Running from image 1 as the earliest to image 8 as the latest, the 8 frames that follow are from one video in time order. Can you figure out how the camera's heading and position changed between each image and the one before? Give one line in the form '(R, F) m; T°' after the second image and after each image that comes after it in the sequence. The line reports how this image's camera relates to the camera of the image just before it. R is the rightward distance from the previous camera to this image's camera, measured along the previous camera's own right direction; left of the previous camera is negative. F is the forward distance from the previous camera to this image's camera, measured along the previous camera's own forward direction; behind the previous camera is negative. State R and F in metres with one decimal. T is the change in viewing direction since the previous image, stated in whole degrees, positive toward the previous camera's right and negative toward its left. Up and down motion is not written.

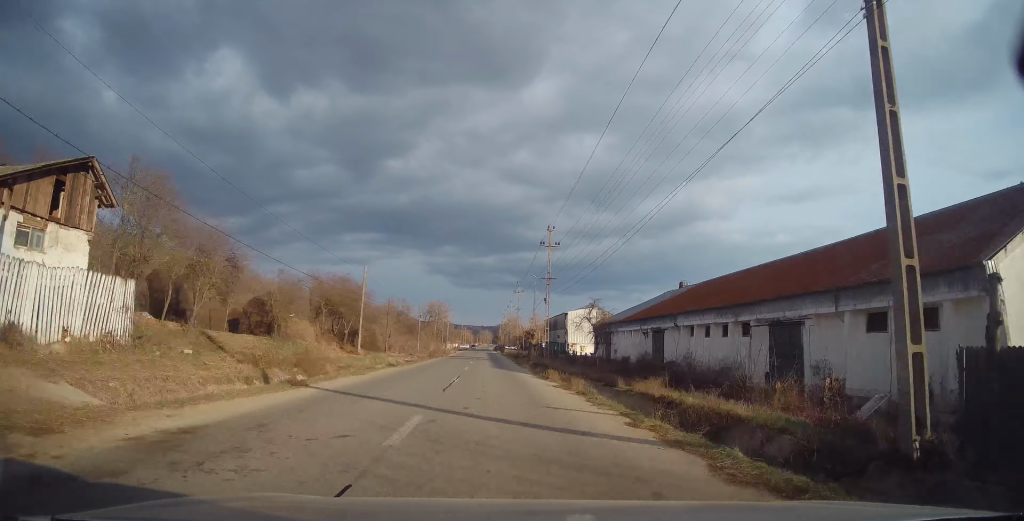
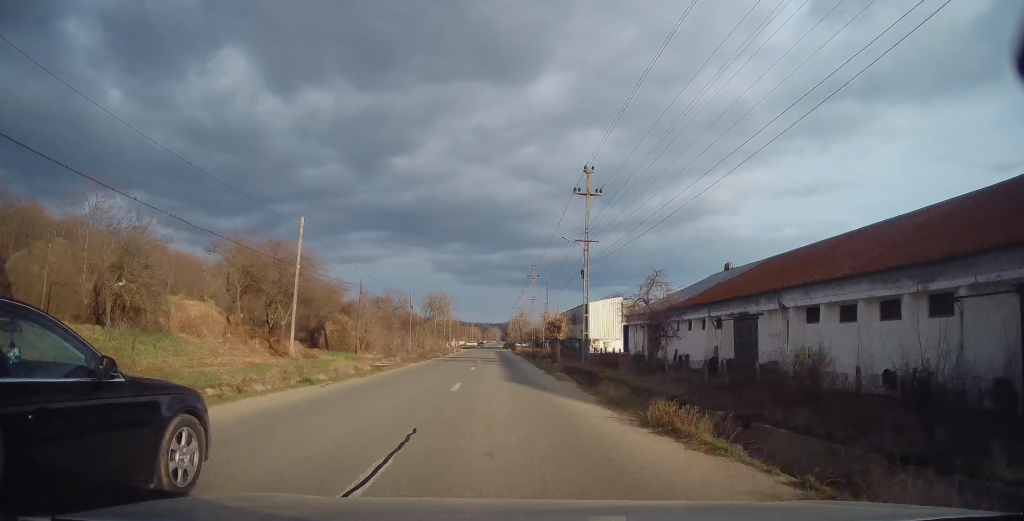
(-0.4, +15.5) m; -1°
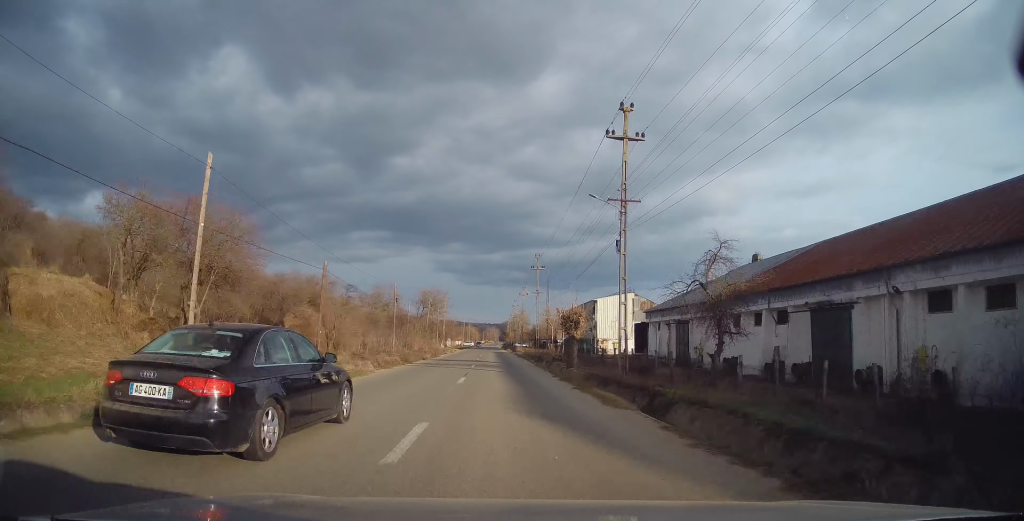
(+0.1, +9.2) m; 0°
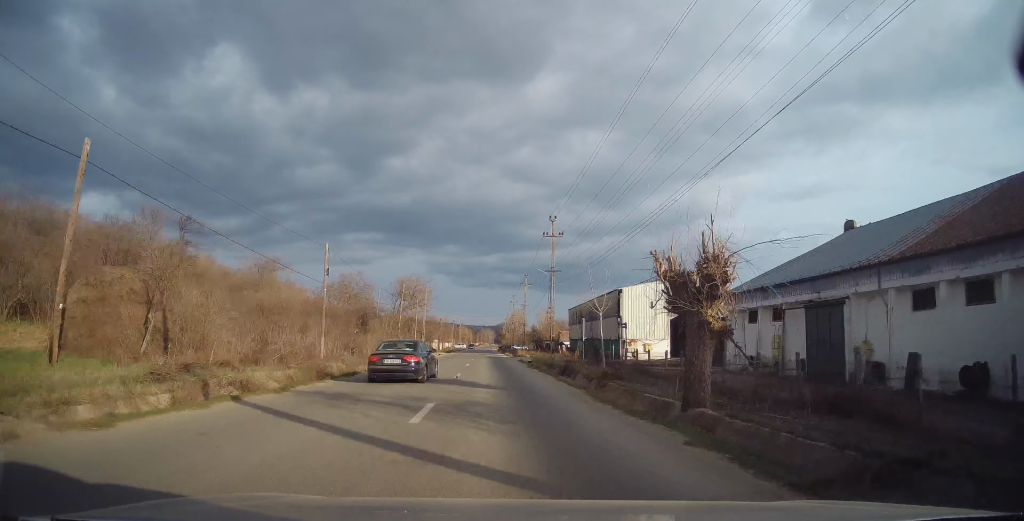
(-0.1, +20.5) m; -1°
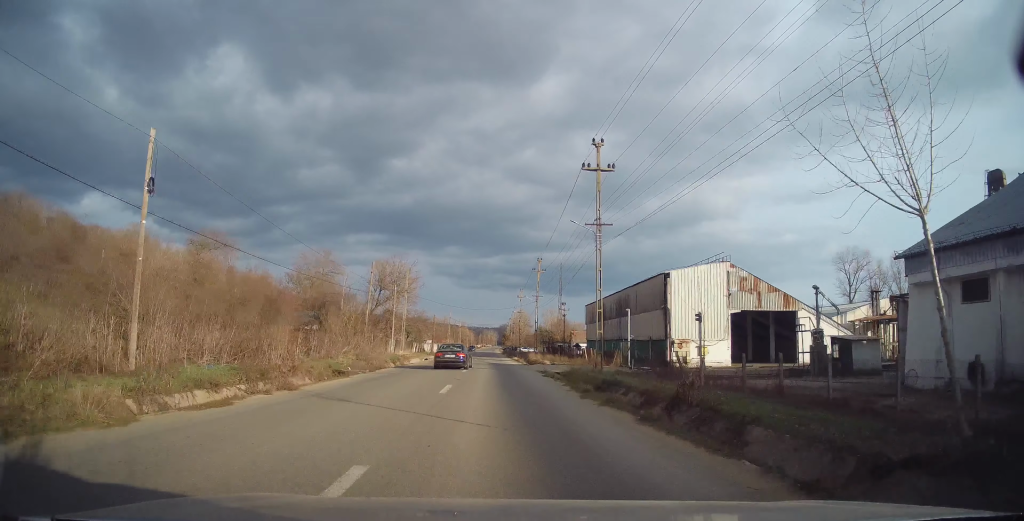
(-0.1, +17.6) m; 0°
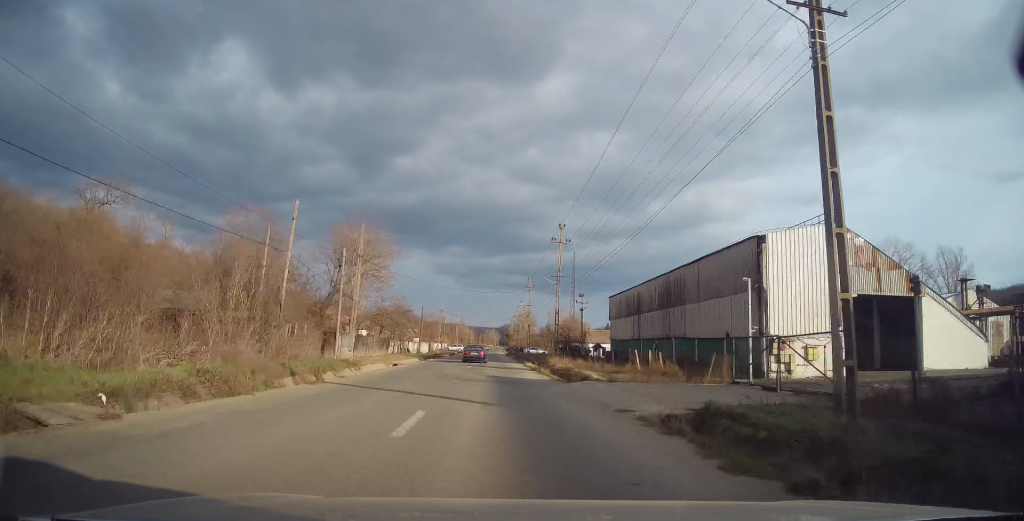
(+0.1, +17.8) m; +1°
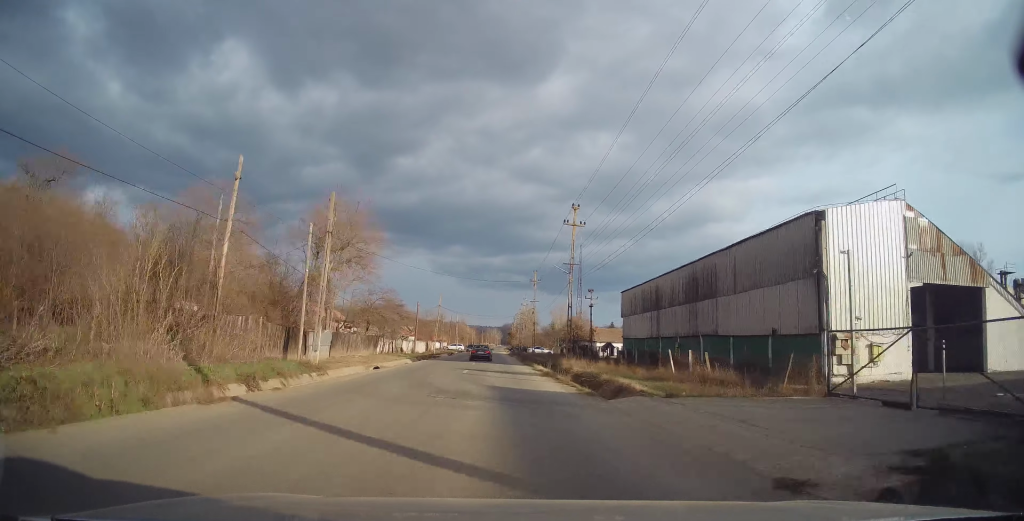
(+0.2, +6.6) m; 0°
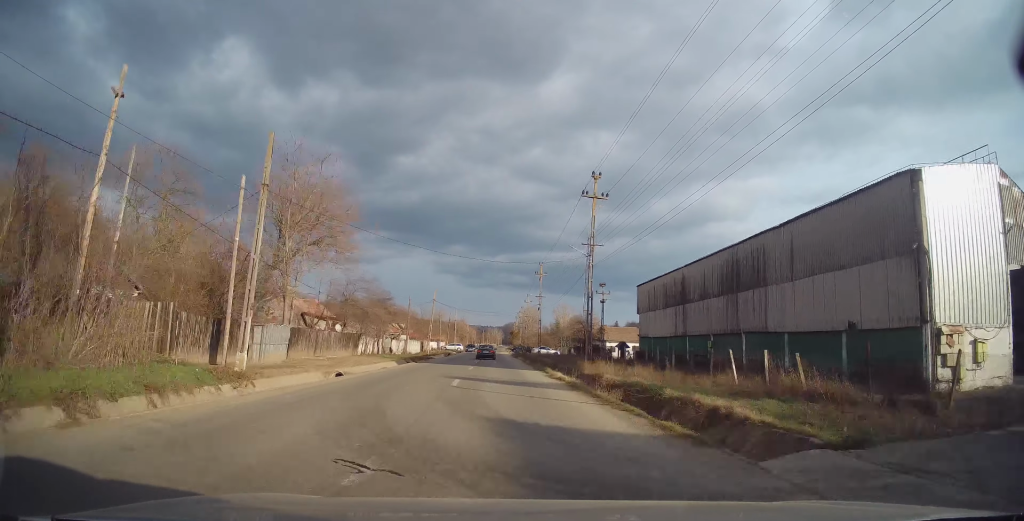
(+0.2, +7.1) m; 0°
